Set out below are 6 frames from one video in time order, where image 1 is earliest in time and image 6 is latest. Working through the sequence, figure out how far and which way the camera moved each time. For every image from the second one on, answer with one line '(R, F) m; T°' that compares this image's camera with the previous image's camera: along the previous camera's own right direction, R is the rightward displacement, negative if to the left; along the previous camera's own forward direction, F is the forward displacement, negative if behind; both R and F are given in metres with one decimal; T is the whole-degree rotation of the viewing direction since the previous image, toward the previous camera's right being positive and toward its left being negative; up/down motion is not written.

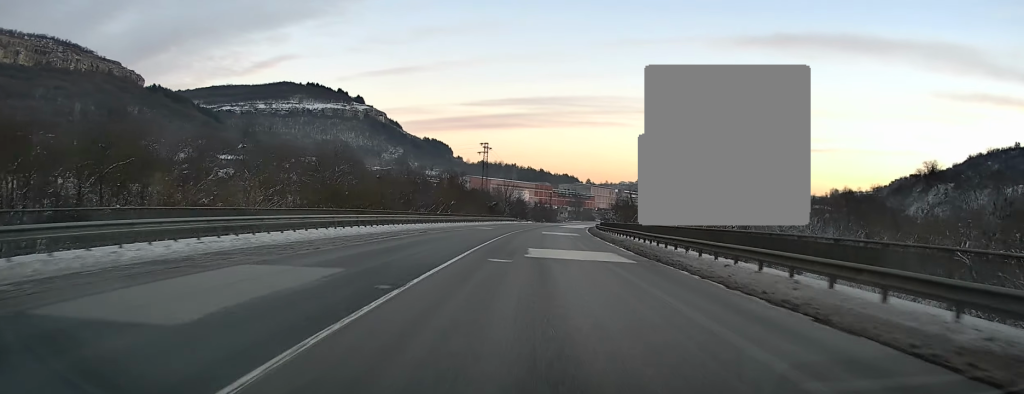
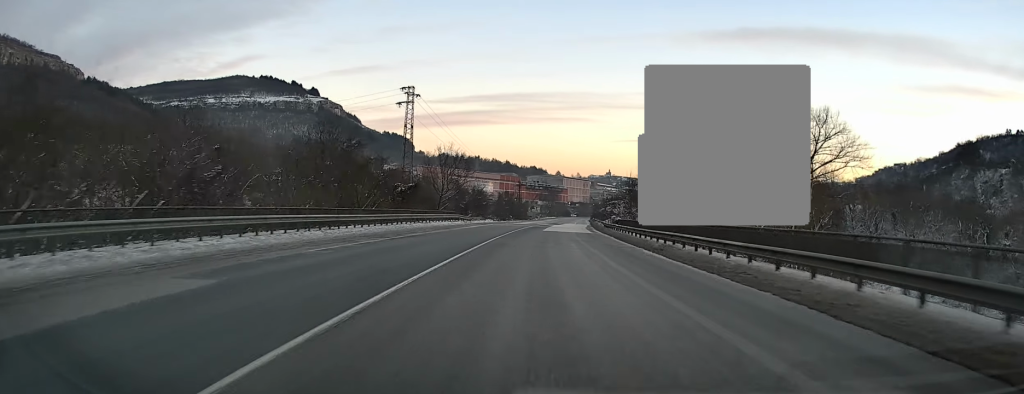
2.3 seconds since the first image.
(+0.5, +51.2) m; +2°
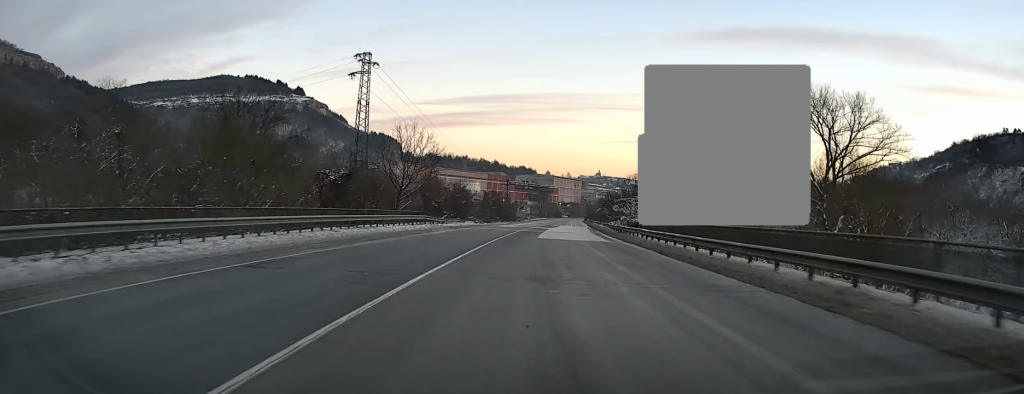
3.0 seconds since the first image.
(+0.1, +15.8) m; +2°
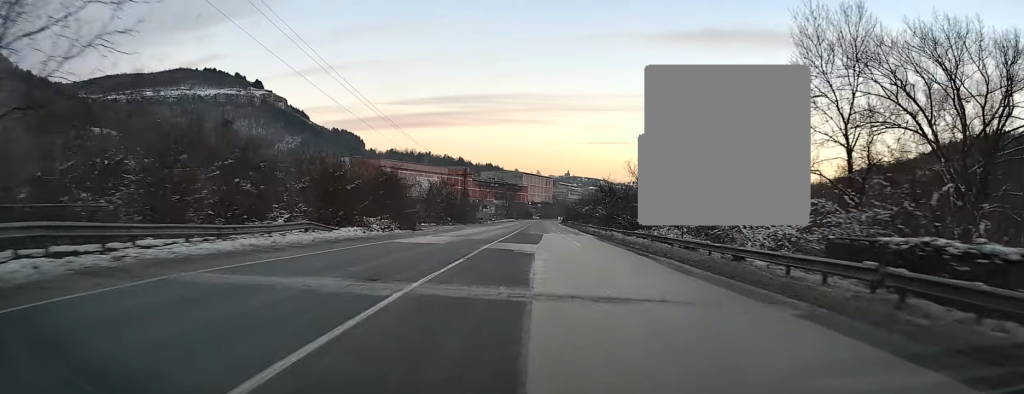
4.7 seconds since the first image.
(+1.3, +39.7) m; +3°
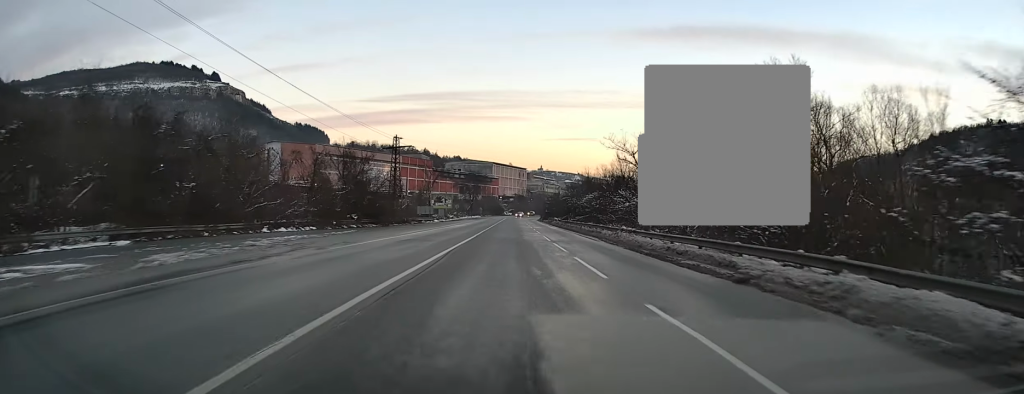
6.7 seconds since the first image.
(+0.7, +44.5) m; +1°
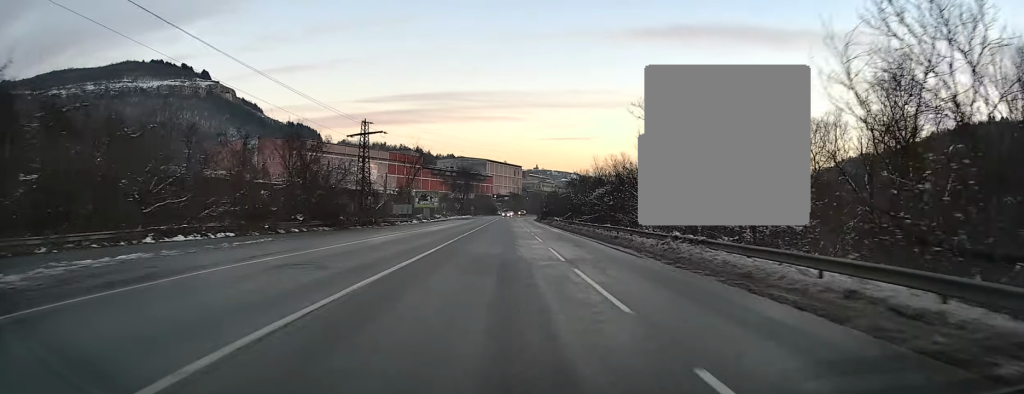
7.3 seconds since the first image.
(0.0, +13.9) m; 0°
